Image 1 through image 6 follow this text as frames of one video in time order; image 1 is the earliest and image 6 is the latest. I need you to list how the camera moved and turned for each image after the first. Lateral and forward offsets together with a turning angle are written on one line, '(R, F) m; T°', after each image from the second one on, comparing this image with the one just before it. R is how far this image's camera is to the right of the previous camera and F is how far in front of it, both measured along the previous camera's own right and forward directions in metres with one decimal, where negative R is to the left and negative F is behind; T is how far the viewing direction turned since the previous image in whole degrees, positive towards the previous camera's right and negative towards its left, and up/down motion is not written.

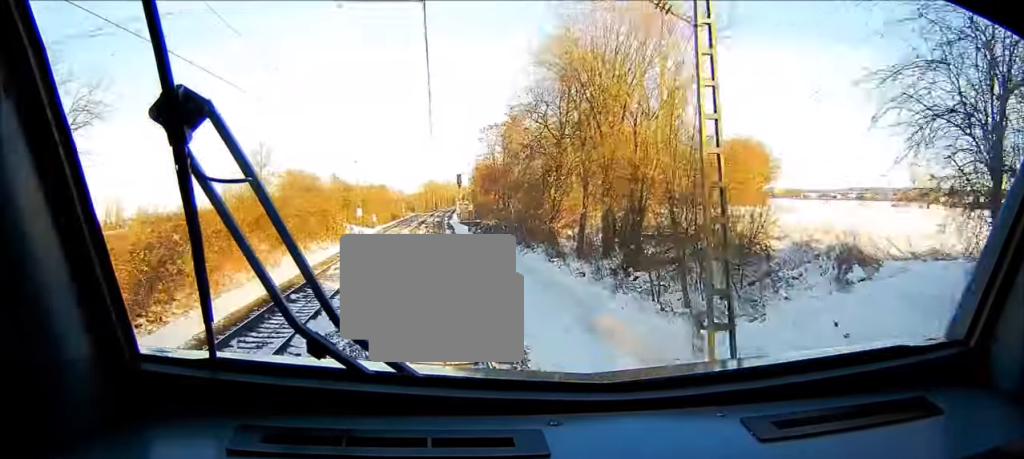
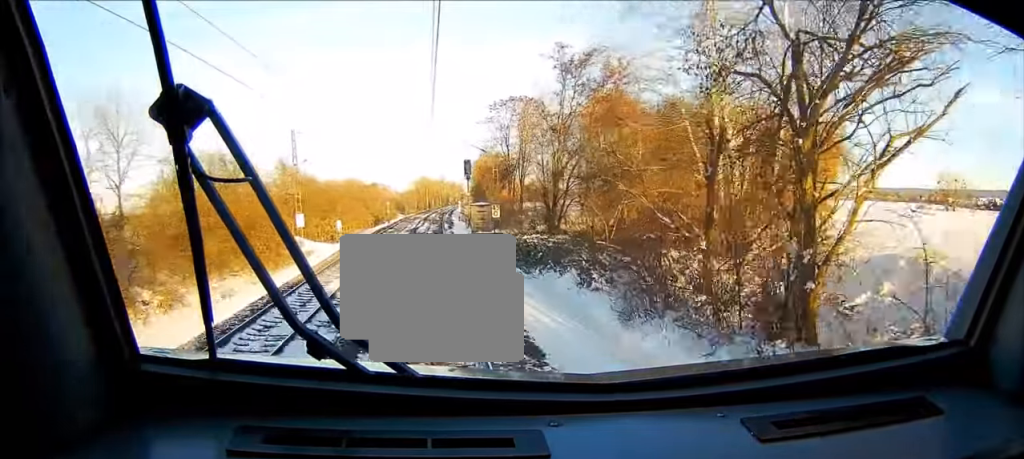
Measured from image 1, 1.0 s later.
(+0.1, +32.5) m; +1°
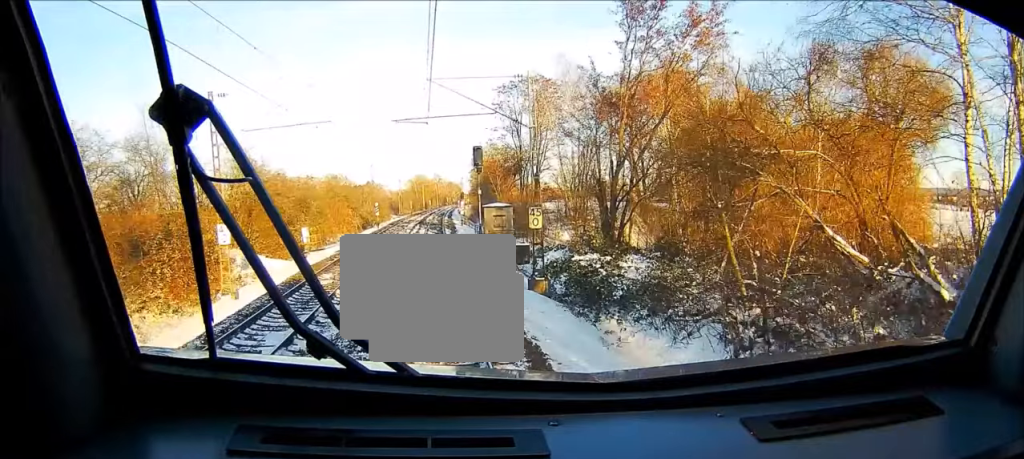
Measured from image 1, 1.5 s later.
(+0.1, +15.6) m; 0°
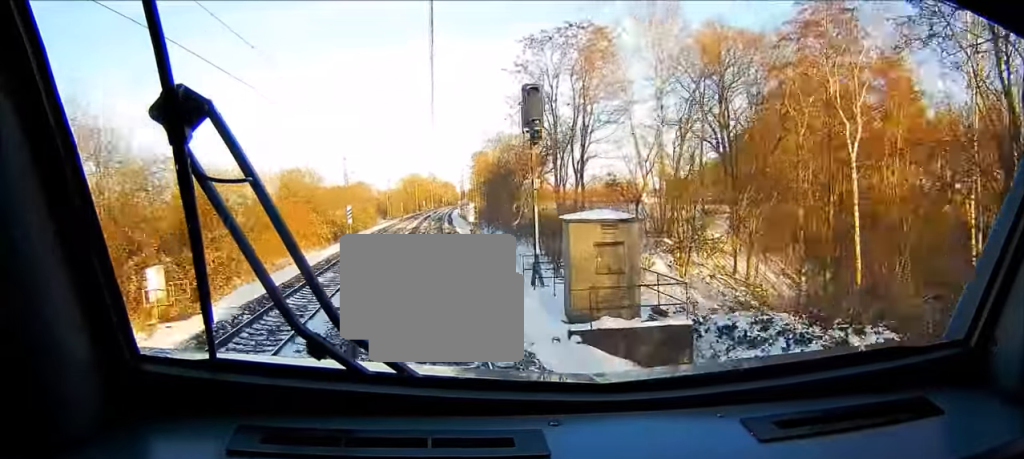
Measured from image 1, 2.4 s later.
(+0.1, +27.0) m; 0°
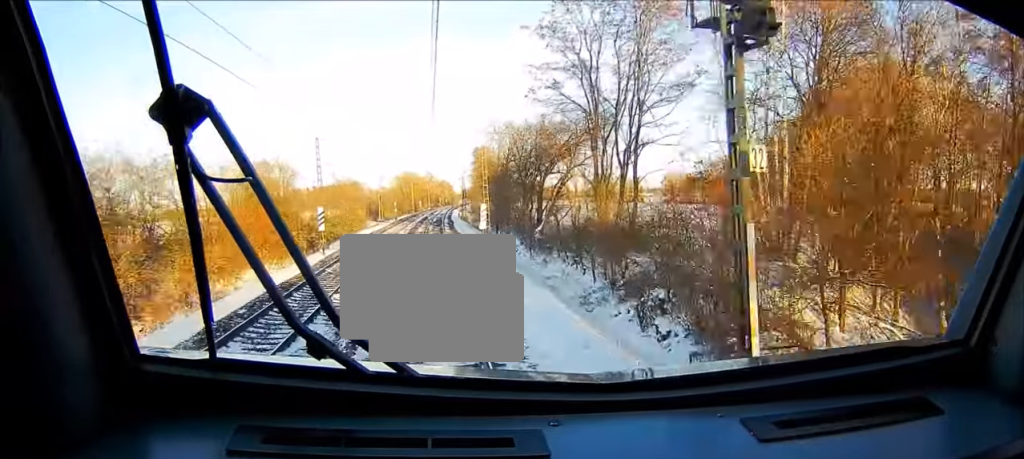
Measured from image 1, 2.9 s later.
(0.0, +14.5) m; 0°
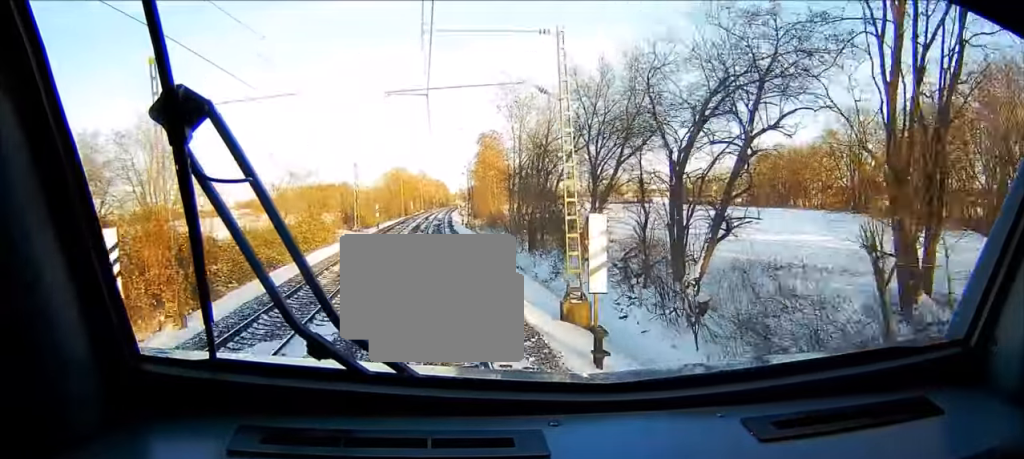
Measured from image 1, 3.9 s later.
(+0.2, +31.0) m; +1°
